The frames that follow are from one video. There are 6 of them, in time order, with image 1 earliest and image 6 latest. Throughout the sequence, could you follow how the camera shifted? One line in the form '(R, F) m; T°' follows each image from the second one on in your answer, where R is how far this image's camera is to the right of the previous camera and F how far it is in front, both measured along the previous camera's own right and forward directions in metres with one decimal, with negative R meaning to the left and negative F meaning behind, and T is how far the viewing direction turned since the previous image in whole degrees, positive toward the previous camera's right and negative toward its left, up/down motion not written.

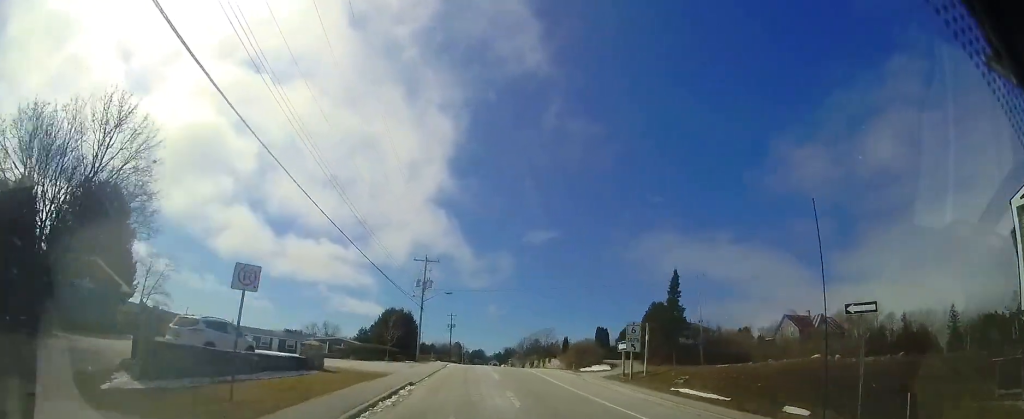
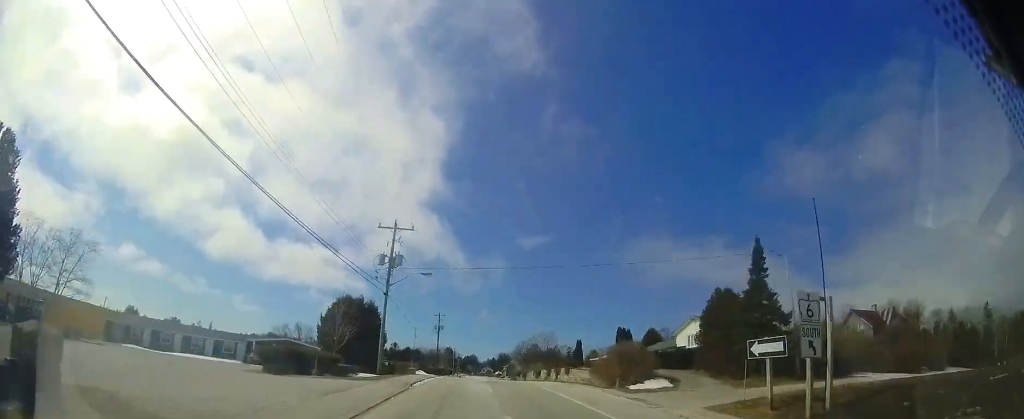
(+0.3, +13.7) m; 0°
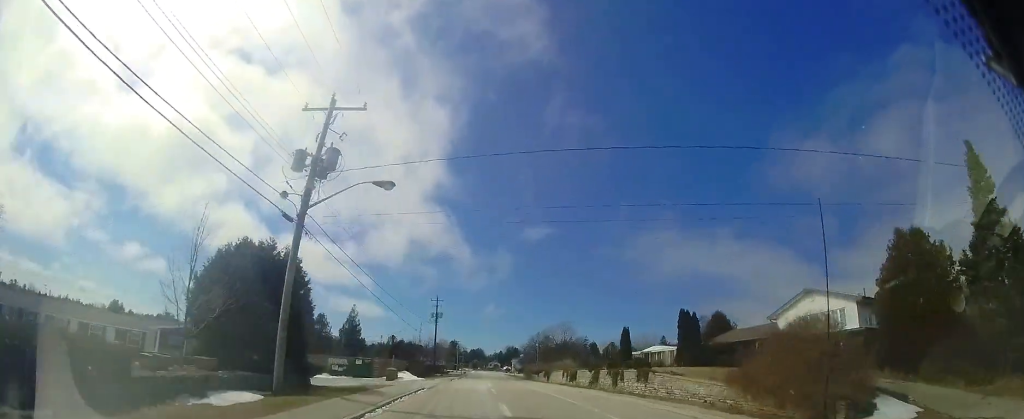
(-0.3, +16.4) m; -2°
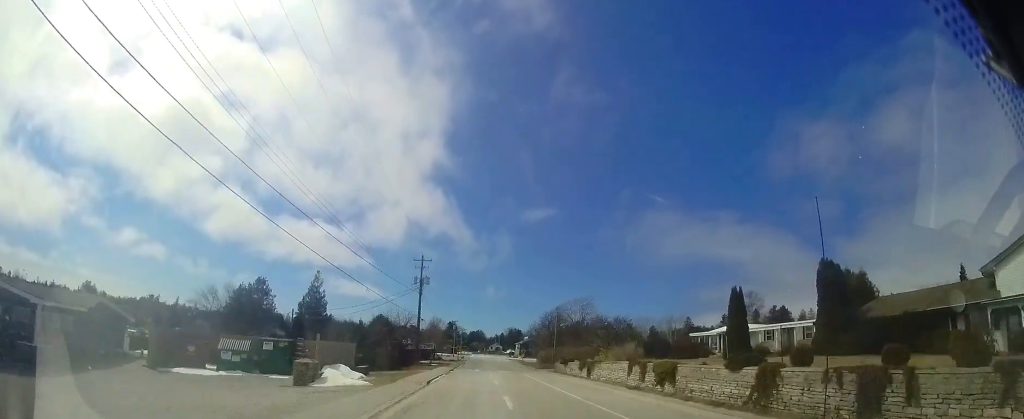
(-0.5, +18.8) m; -2°
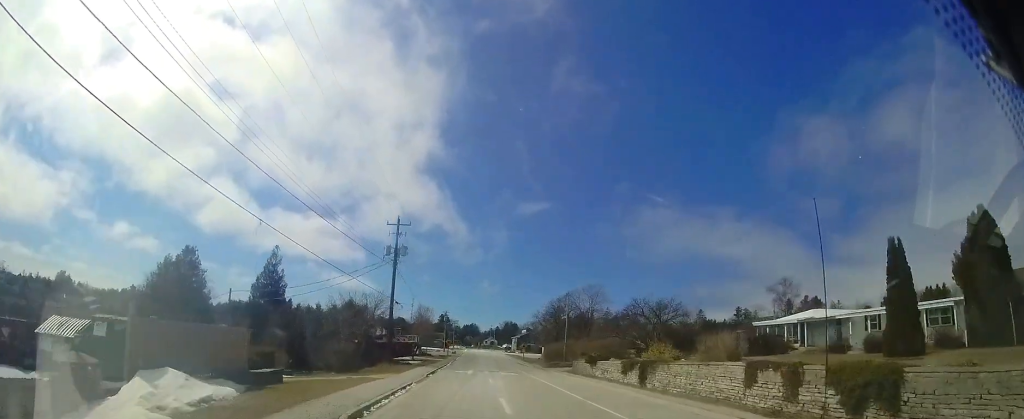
(0.0, +11.4) m; 0°
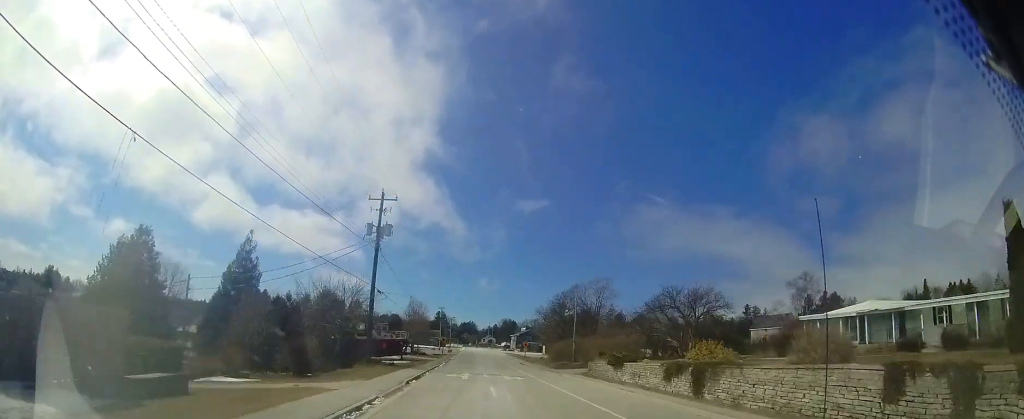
(+0.1, +5.5) m; 0°
